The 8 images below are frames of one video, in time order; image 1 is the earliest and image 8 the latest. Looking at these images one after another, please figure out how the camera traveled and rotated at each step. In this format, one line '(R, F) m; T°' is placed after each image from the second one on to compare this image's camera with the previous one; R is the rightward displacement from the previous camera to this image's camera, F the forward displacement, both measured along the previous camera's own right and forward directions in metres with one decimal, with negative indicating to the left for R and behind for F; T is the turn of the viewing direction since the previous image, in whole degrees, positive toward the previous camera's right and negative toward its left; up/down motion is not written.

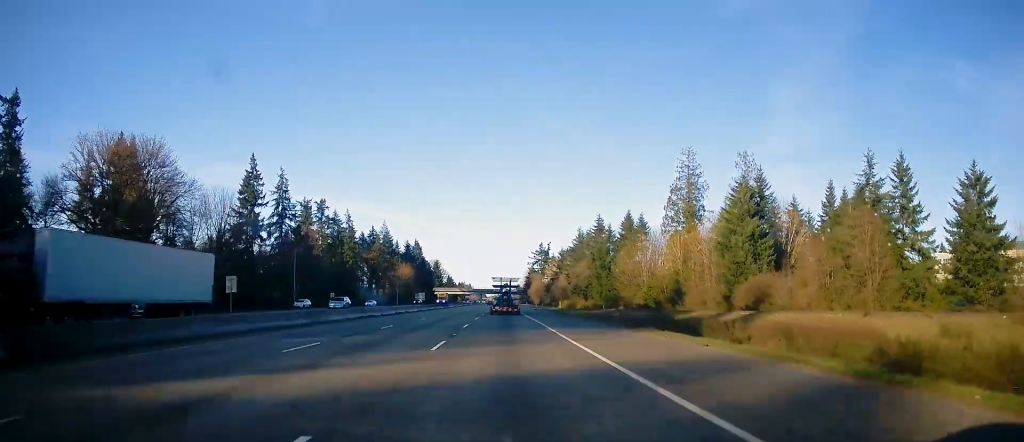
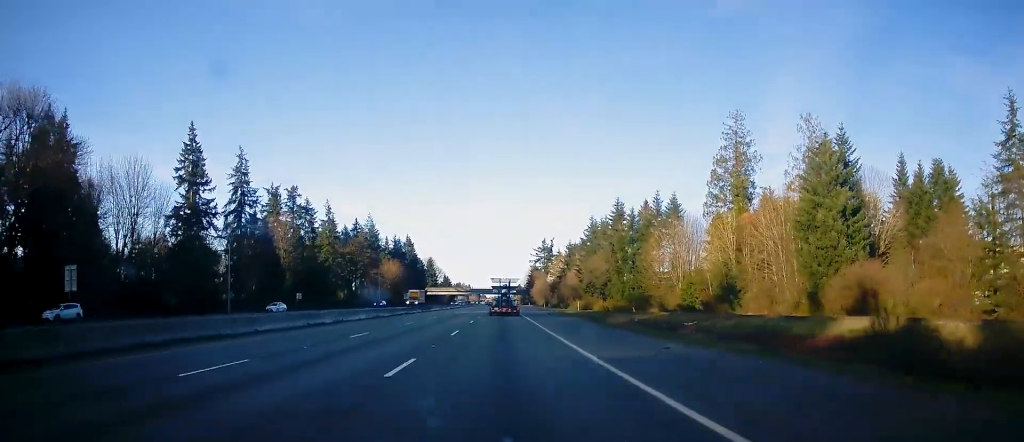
(-0.3, +29.3) m; 0°
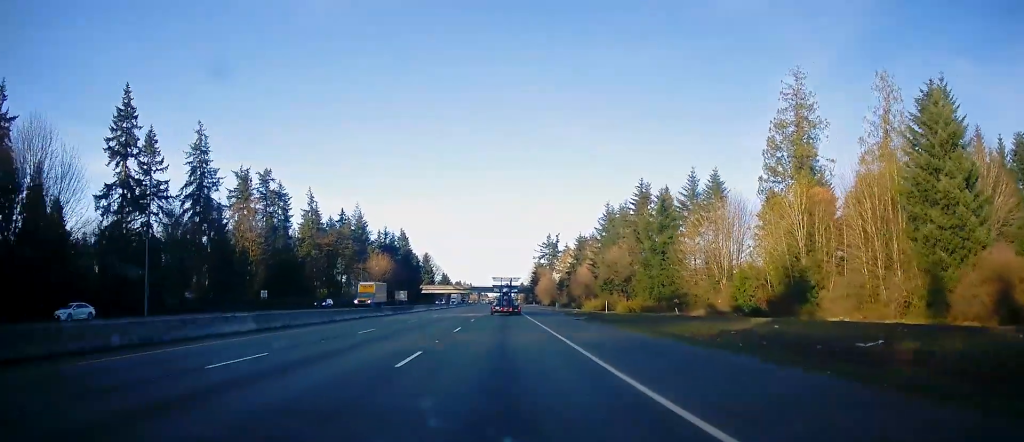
(0.0, +23.2) m; 0°
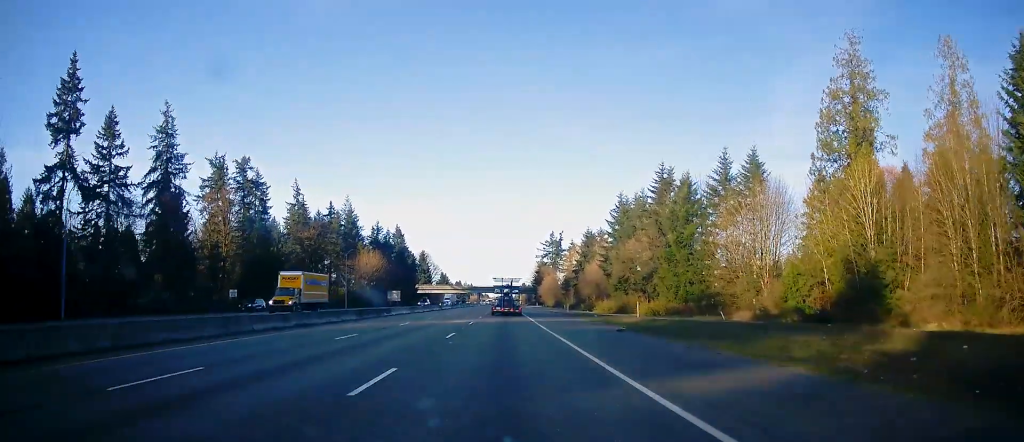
(+0.1, +15.5) m; 0°
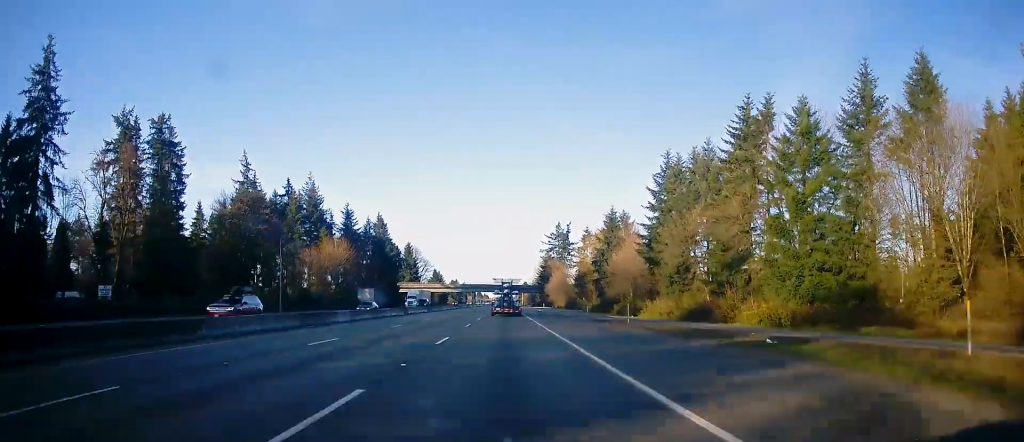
(0.0, +39.5) m; 0°
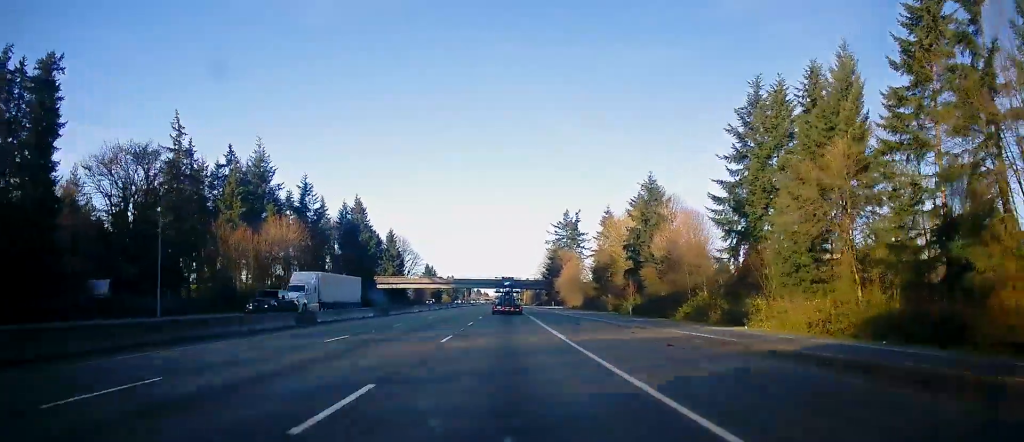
(-0.1, +35.6) m; 0°
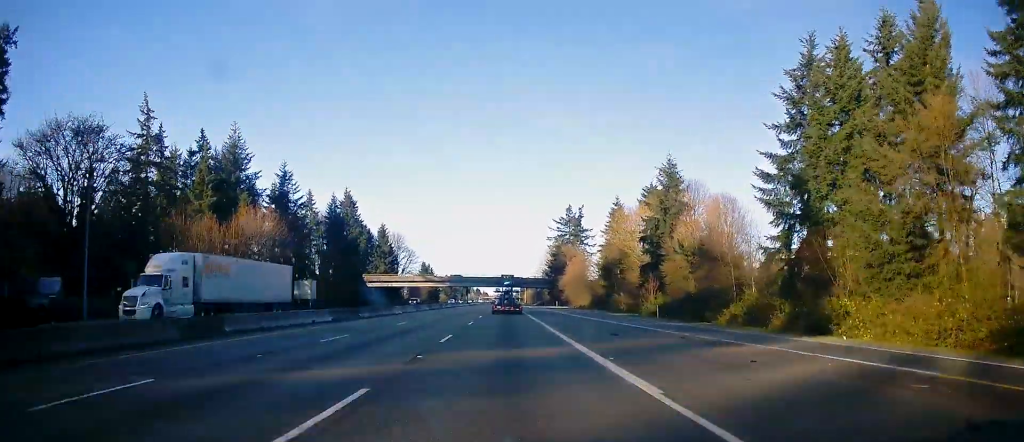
(+0.1, +12.4) m; 0°
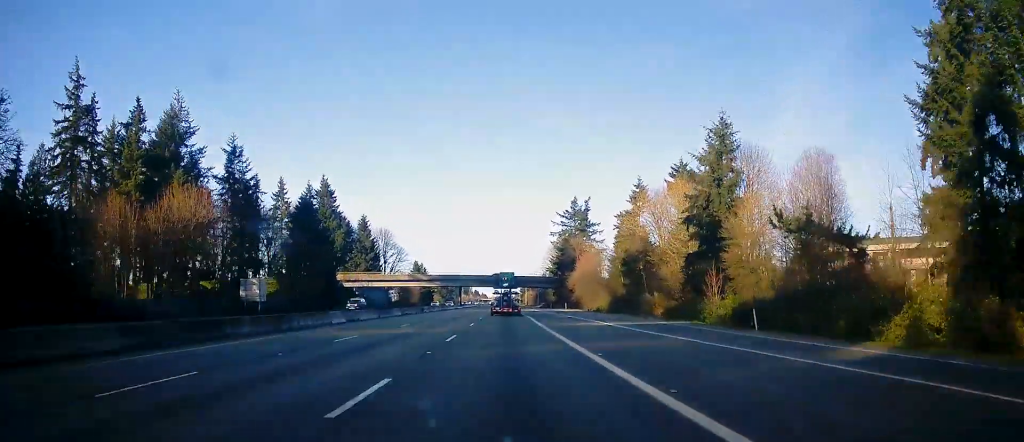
(+0.1, +22.9) m; 0°
